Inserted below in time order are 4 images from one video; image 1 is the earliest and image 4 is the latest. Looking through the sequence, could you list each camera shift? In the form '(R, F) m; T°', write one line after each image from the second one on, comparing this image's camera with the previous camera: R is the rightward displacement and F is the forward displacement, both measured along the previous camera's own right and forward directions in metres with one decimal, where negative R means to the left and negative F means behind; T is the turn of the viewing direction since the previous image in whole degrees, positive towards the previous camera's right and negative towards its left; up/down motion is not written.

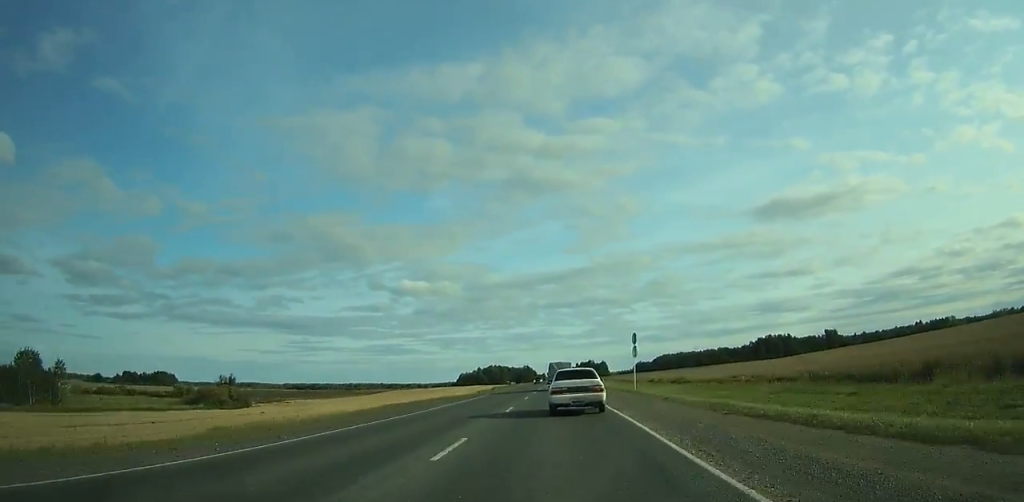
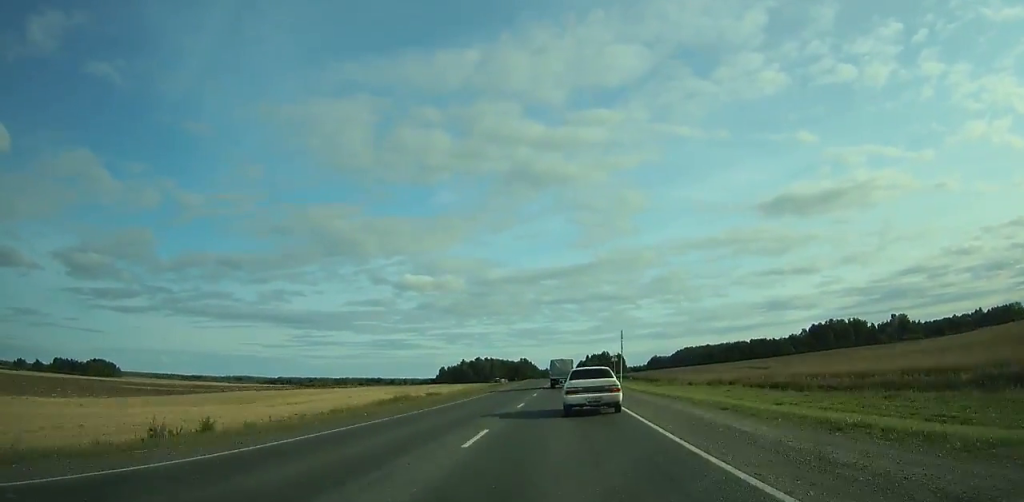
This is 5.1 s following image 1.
(-0.7, +118.7) m; 0°
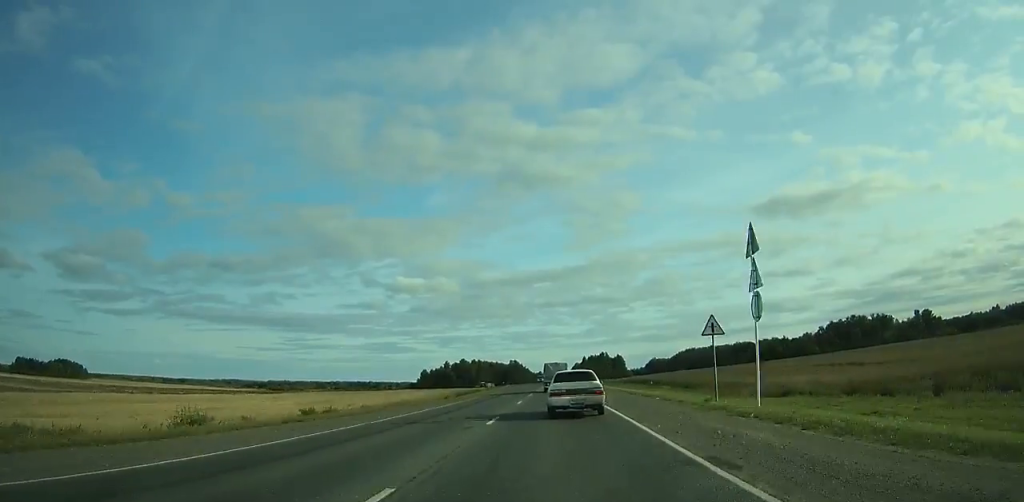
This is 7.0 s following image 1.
(0.0, +44.0) m; 0°
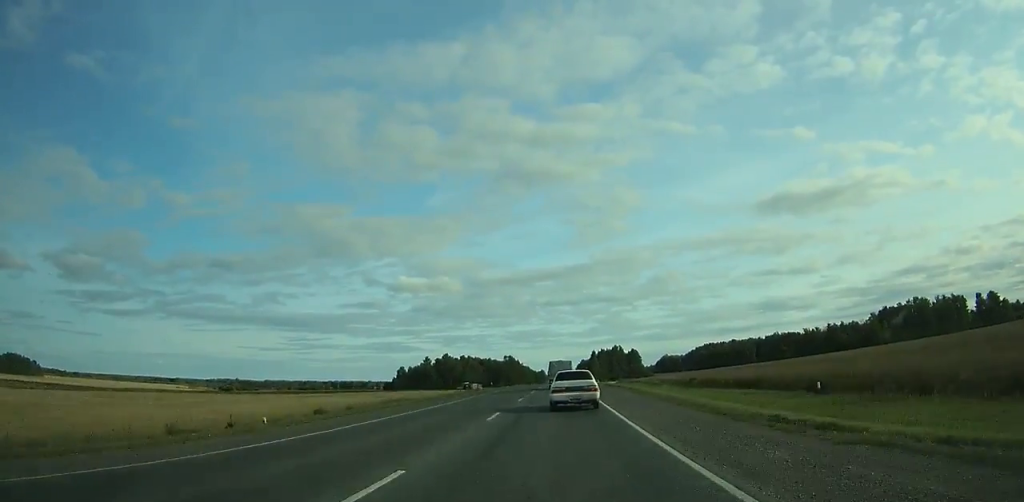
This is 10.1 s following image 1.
(+0.1, +71.7) m; 0°
